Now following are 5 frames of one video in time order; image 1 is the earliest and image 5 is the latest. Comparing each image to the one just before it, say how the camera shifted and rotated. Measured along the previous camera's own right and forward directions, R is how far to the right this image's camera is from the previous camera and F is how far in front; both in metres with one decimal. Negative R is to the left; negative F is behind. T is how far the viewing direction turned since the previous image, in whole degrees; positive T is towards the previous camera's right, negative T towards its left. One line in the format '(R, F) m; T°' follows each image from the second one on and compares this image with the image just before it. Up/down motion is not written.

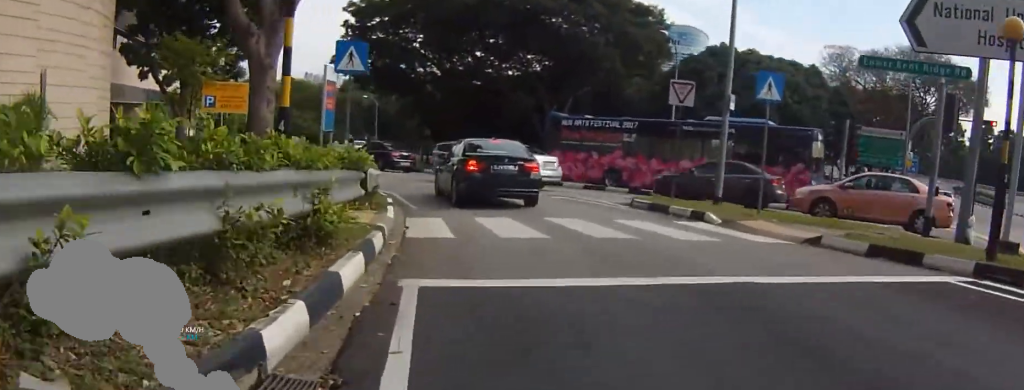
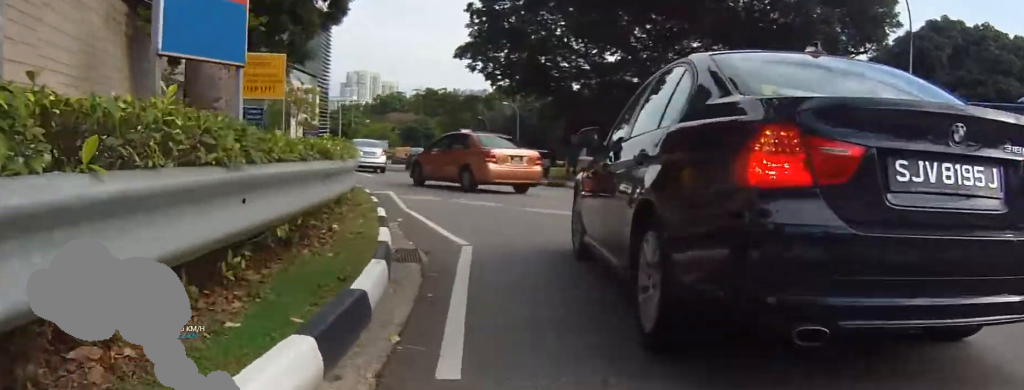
(-0.3, +13.5) m; -12°
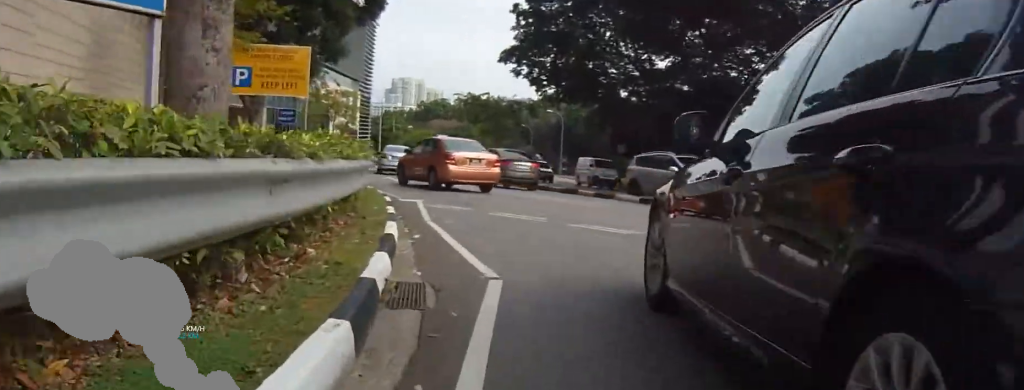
(-0.3, +2.3) m; -7°
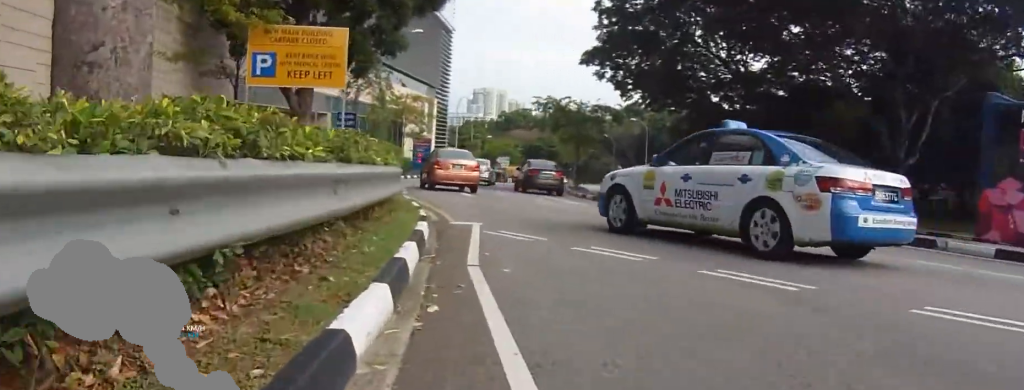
(-0.5, +4.0) m; -14°
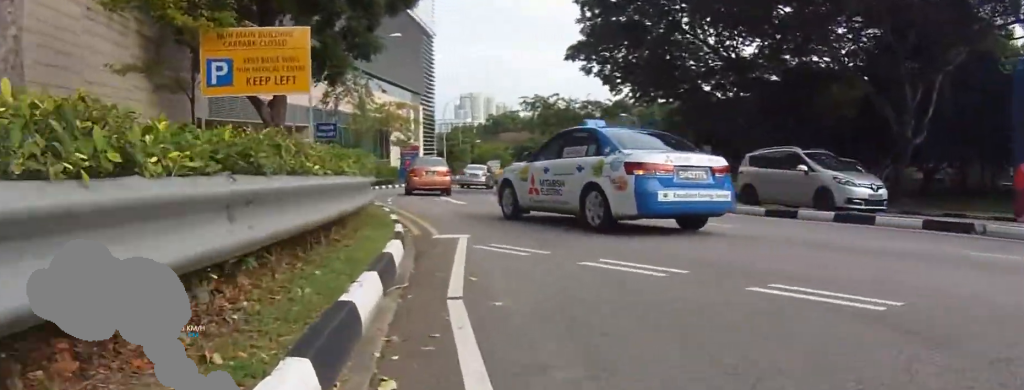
(0.0, +1.6) m; -6°
